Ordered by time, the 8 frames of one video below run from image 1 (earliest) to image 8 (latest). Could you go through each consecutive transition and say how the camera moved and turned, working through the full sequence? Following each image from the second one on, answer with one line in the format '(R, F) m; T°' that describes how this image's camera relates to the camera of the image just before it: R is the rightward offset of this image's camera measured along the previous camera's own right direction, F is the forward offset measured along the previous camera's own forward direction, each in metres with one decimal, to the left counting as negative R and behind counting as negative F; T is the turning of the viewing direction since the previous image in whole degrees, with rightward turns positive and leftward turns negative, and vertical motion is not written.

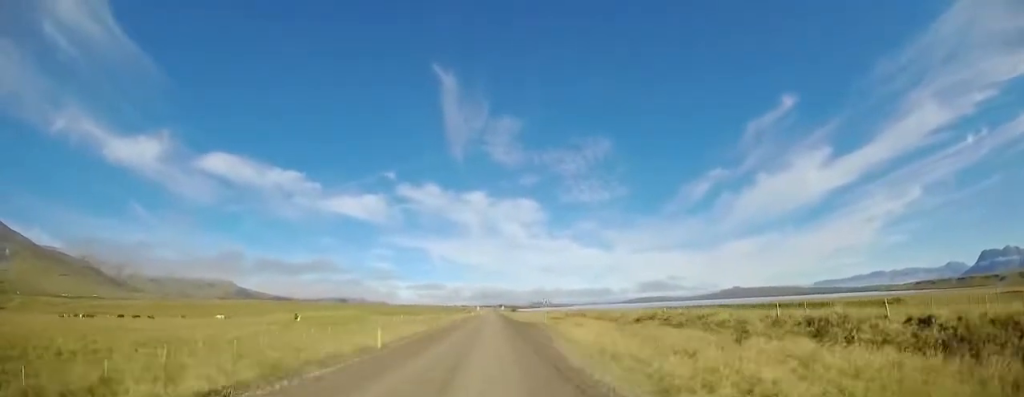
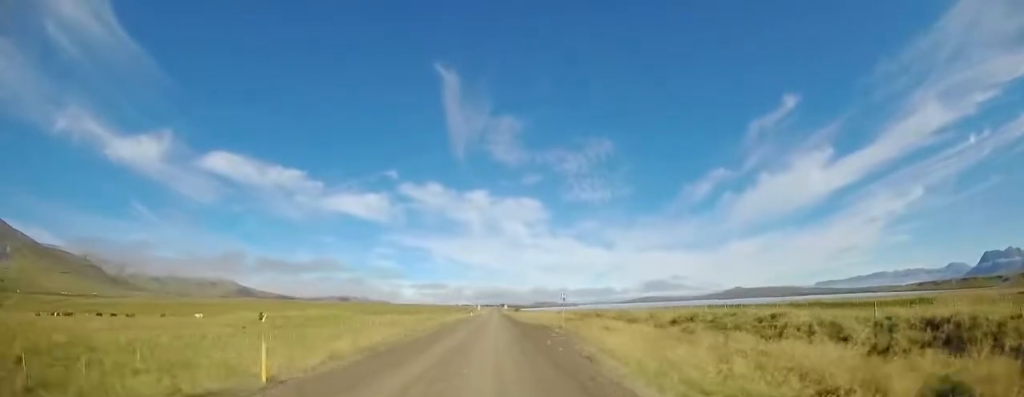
(-0.2, +8.2) m; -1°
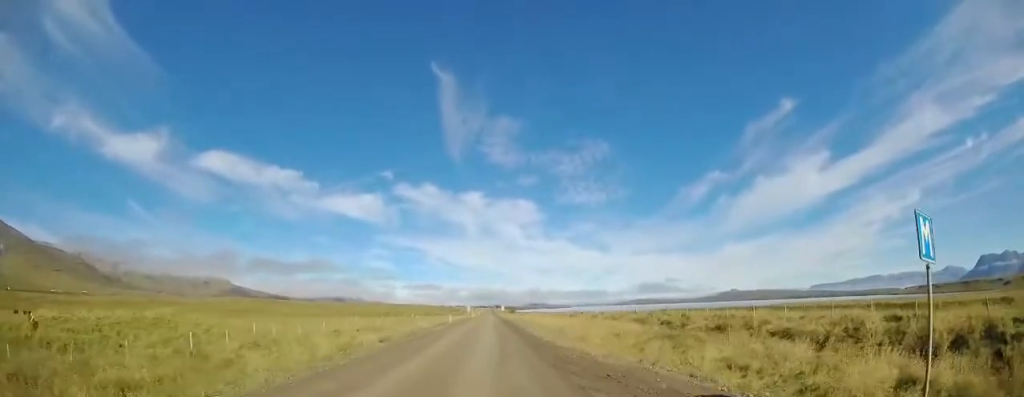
(-0.1, +25.6) m; +1°
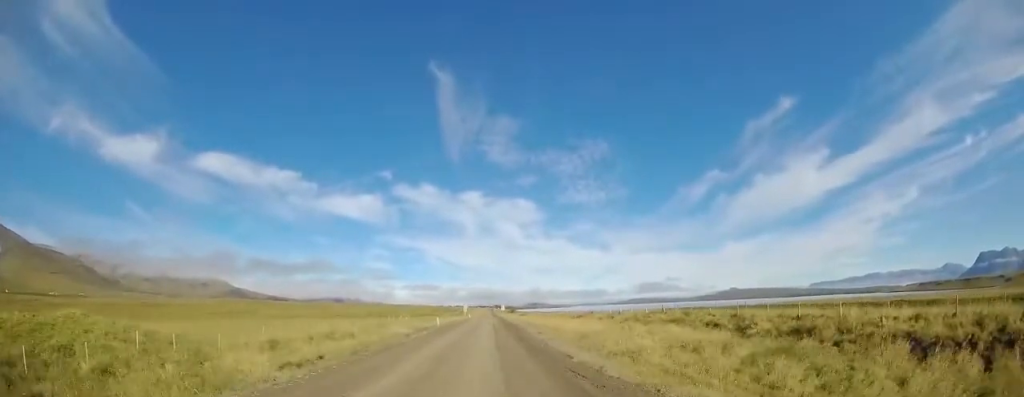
(+0.1, +8.3) m; +1°
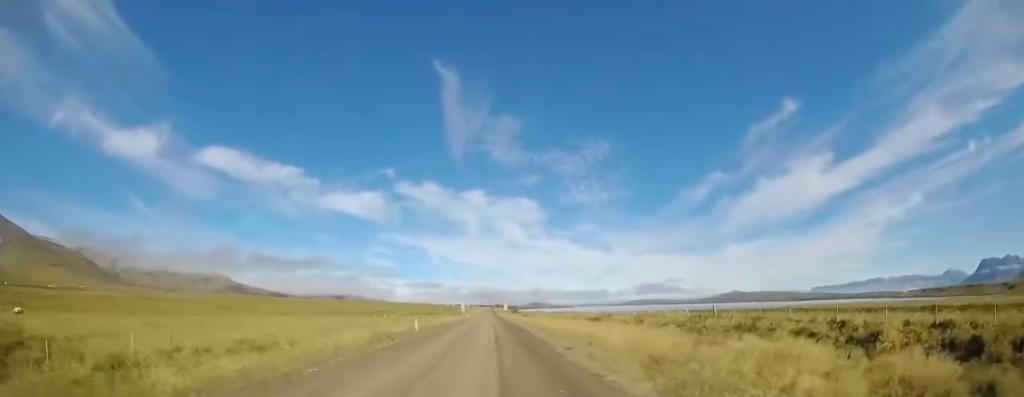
(0.0, +9.7) m; -1°
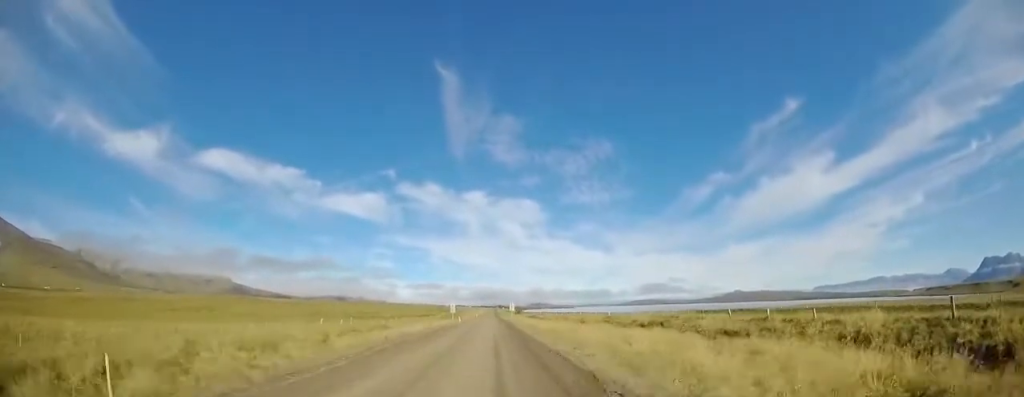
(-0.3, +20.1) m; 0°
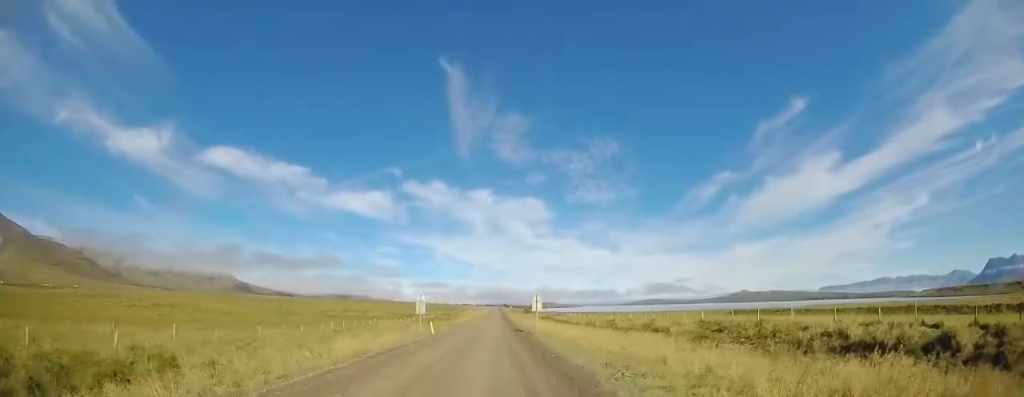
(+0.3, +24.9) m; 0°
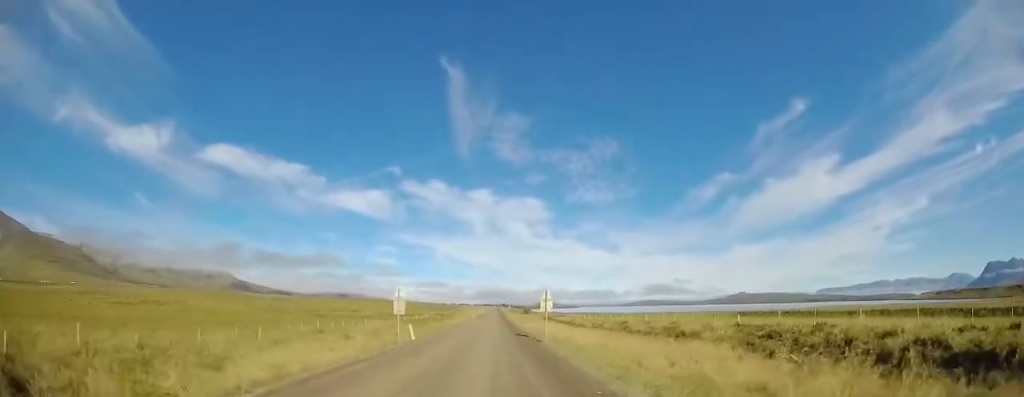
(-0.1, +5.4) m; 0°
